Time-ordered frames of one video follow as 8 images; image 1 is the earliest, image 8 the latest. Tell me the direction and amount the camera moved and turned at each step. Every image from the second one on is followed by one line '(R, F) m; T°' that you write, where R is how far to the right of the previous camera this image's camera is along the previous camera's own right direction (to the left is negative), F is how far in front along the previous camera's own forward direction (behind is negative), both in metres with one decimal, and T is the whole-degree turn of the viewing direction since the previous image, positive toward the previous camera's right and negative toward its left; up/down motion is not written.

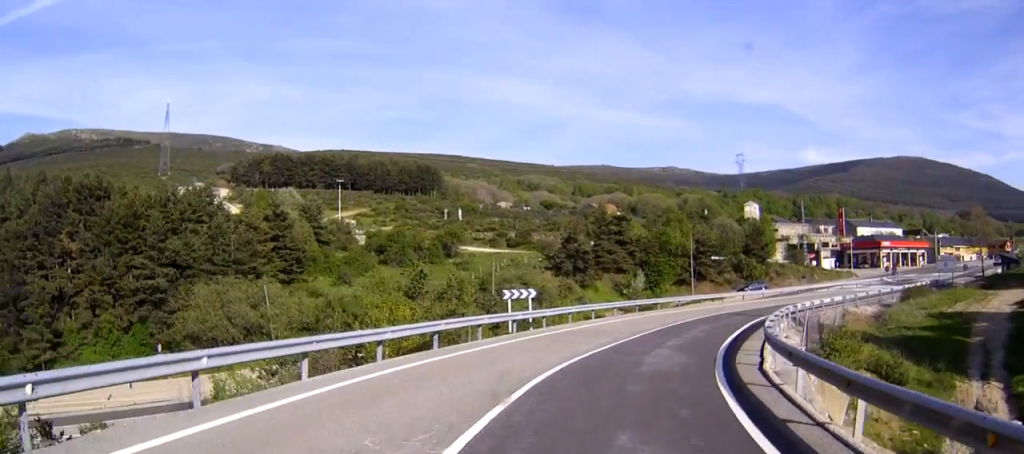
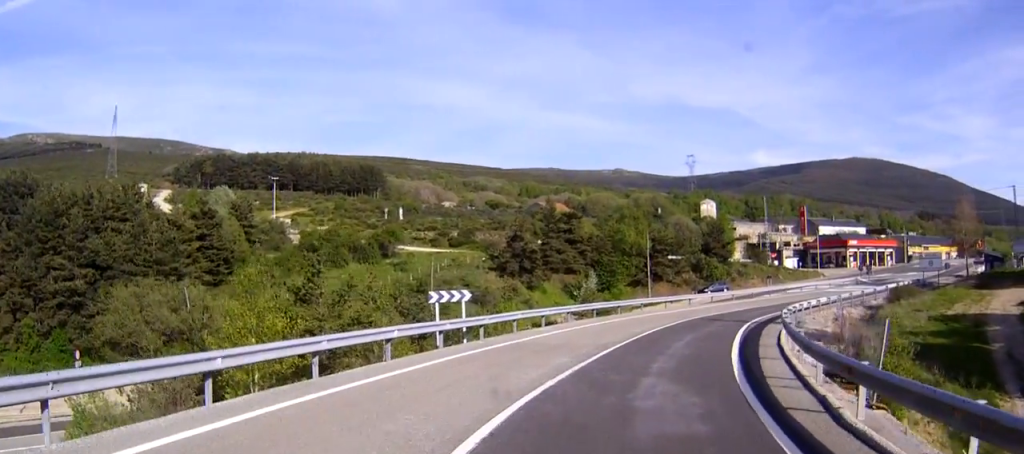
(+0.7, +7.1) m; +8°
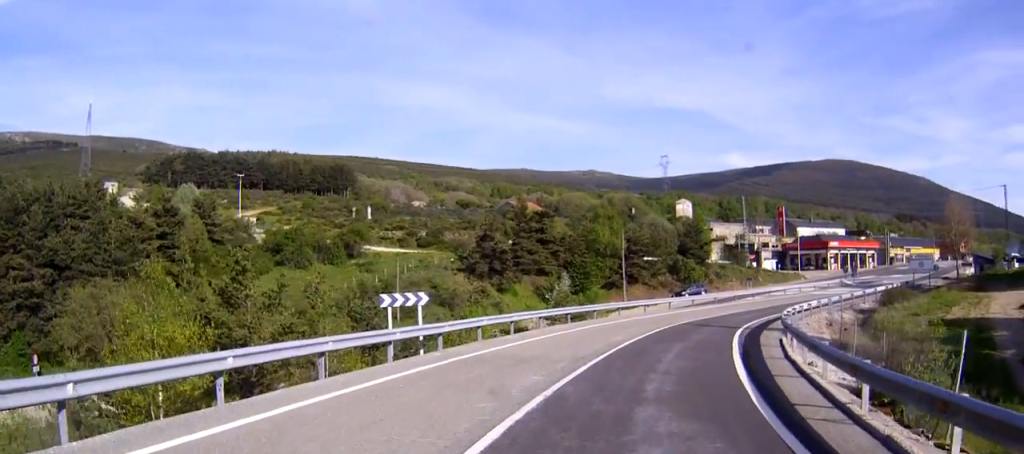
(+0.2, +3.3) m; +3°
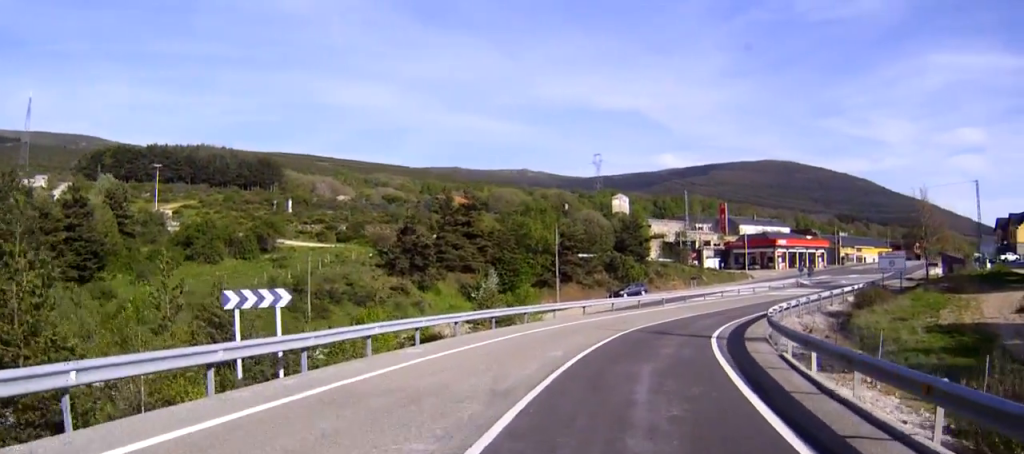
(0.0, +7.1) m; 0°
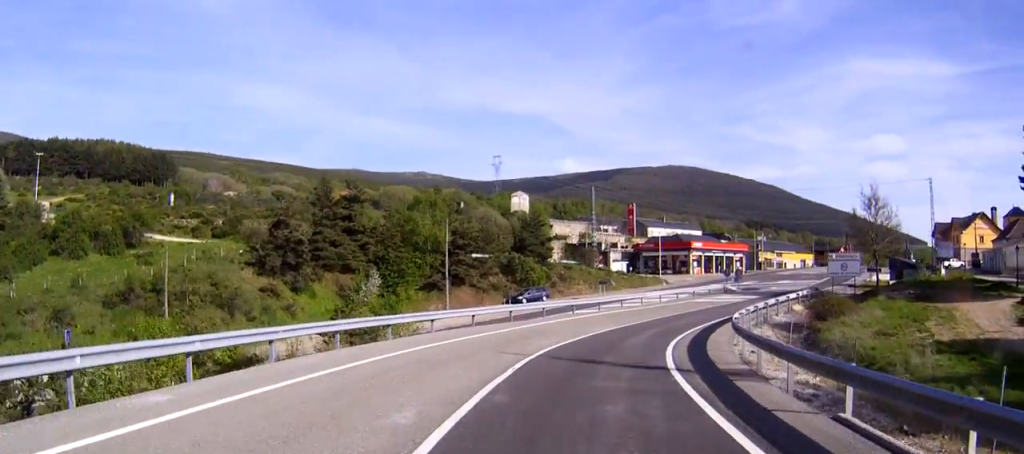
(0.0, +9.9) m; +1°
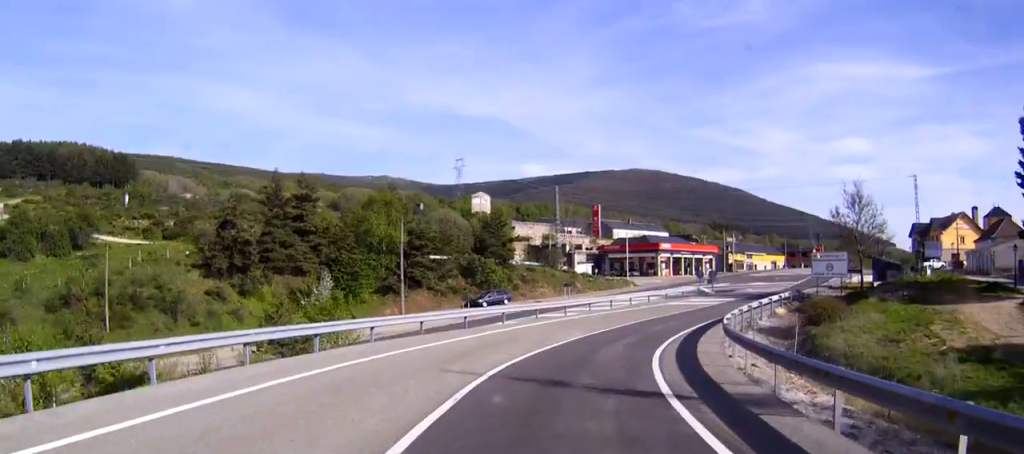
(-0.1, +4.3) m; +4°
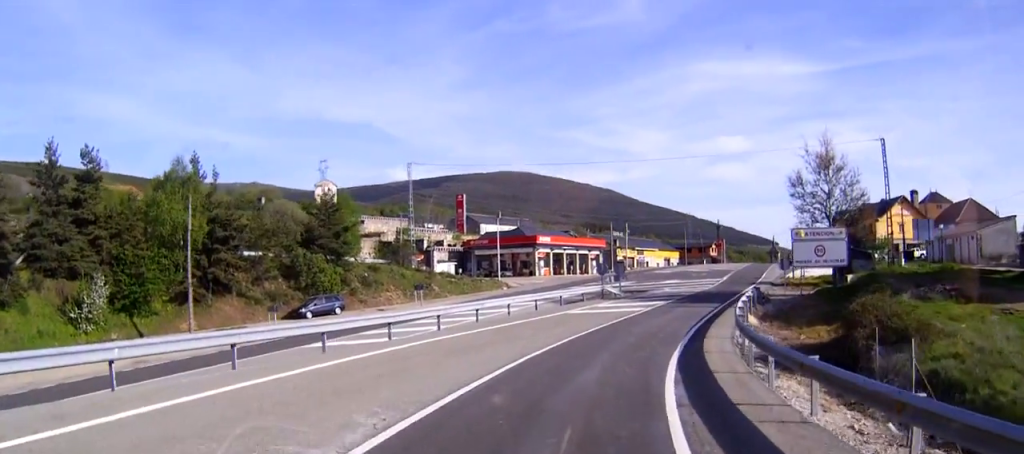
(+2.7, +19.5) m; +15°
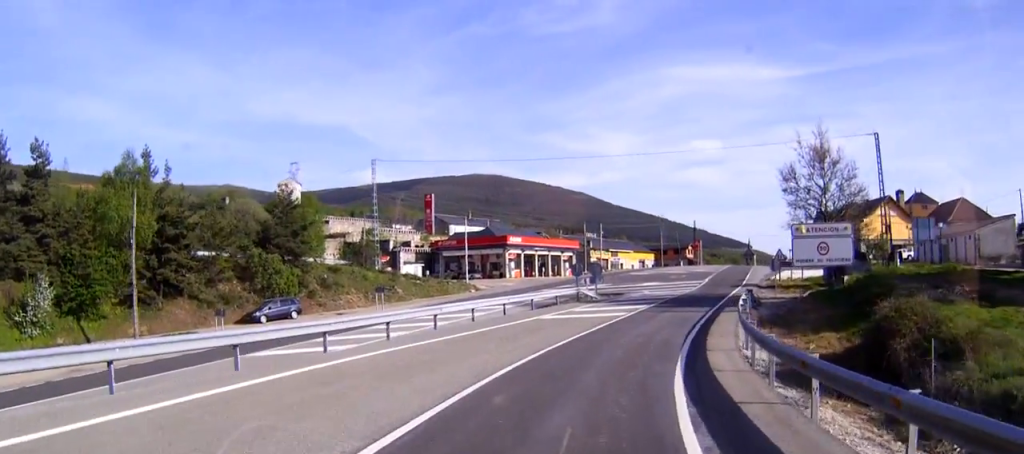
(+0.2, +3.9) m; +5°
